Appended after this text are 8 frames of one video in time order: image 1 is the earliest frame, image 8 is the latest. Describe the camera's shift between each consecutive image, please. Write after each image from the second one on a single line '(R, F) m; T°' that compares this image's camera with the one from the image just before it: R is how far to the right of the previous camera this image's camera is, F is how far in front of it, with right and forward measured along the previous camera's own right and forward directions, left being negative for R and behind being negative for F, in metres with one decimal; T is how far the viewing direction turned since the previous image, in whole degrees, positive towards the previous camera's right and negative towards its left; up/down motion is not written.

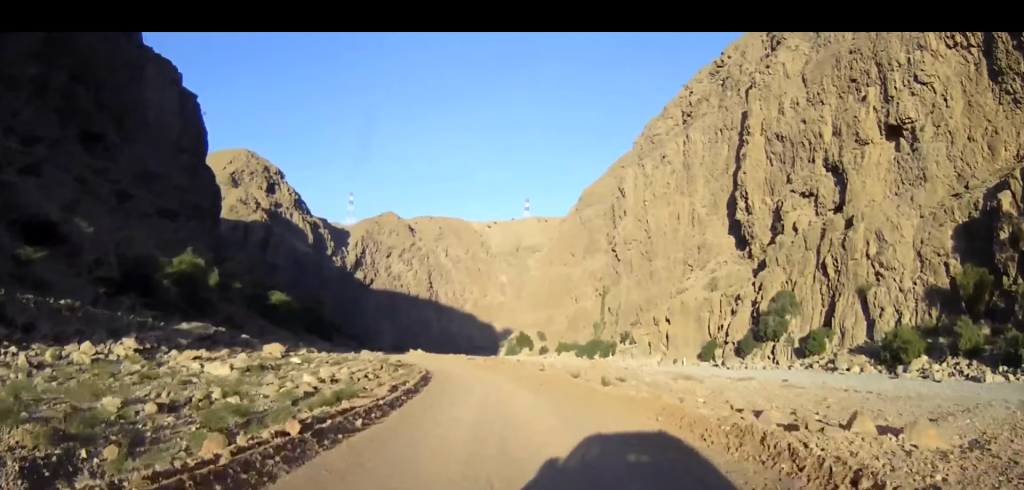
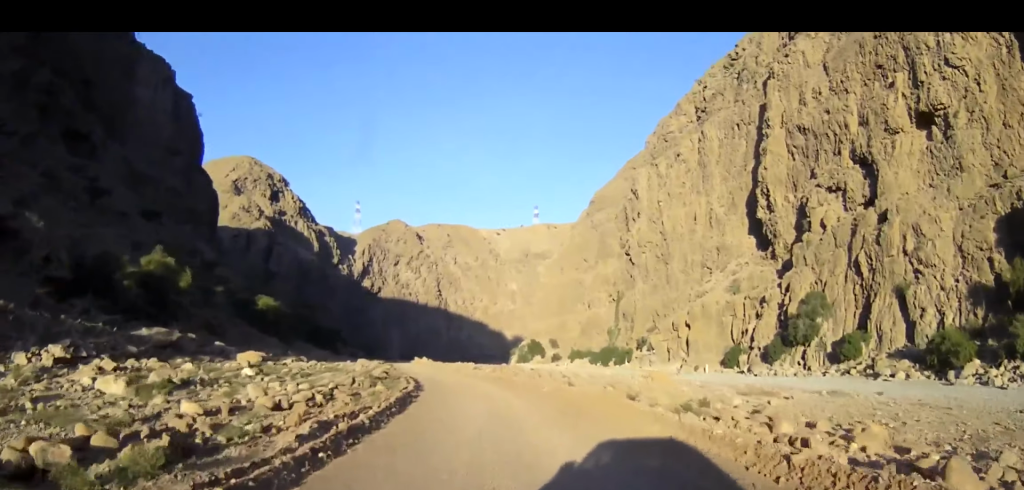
(+0.4, +11.9) m; +1°
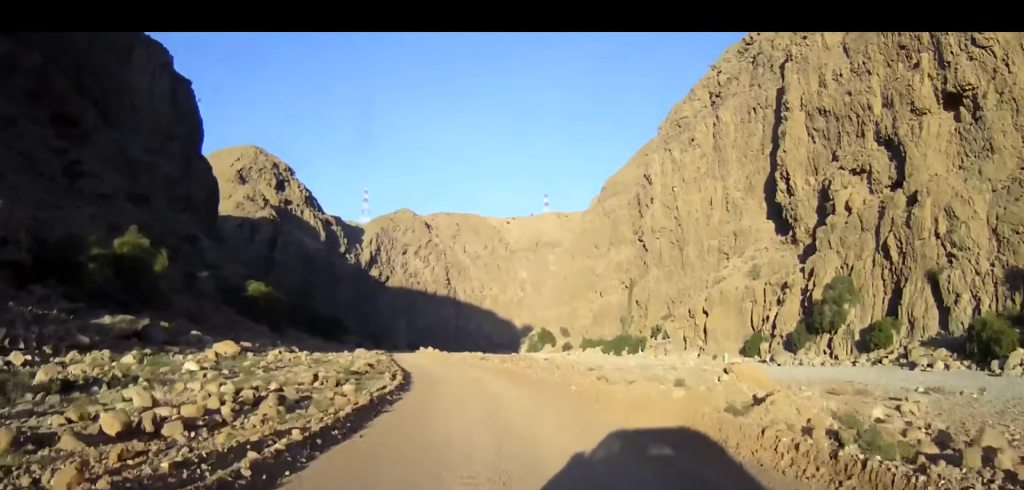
(0.0, +8.6) m; 0°
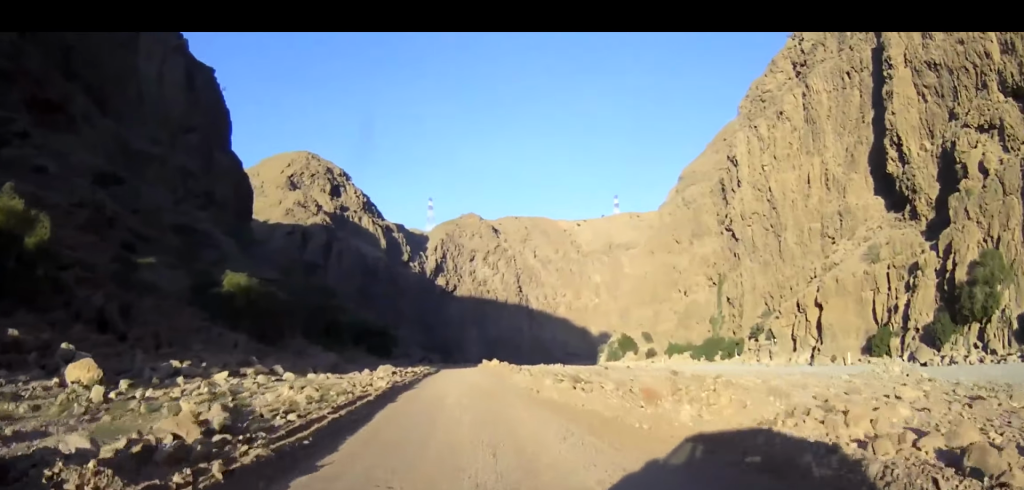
(-1.0, +31.7) m; -5°
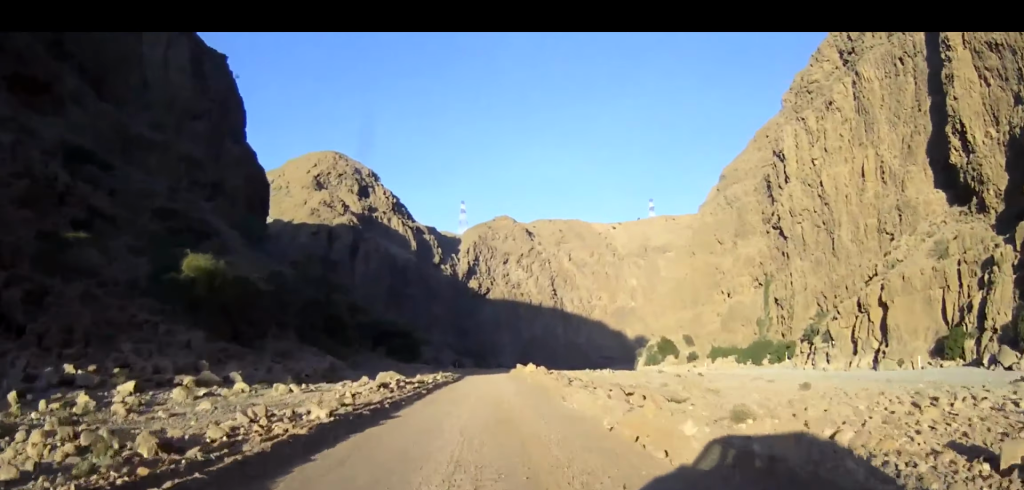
(-0.6, +16.9) m; -3°
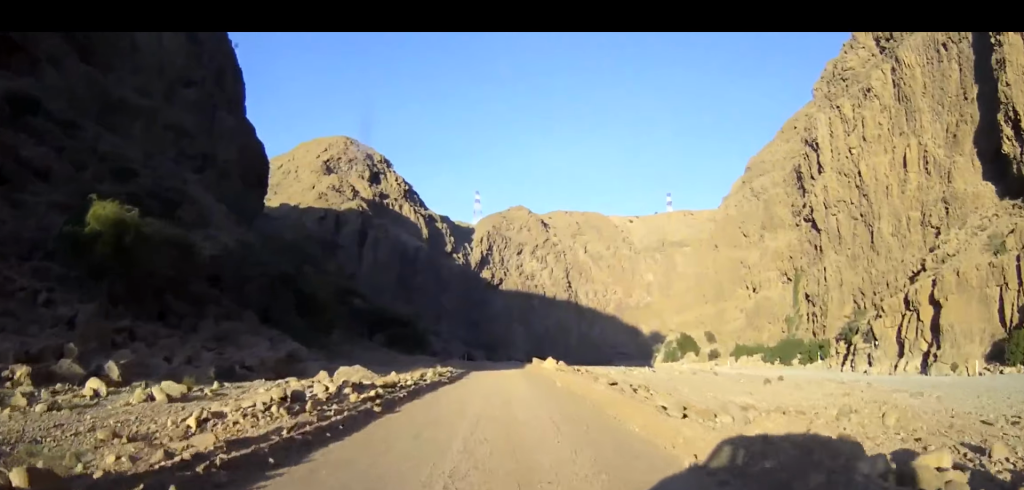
(-0.4, +16.5) m; -1°
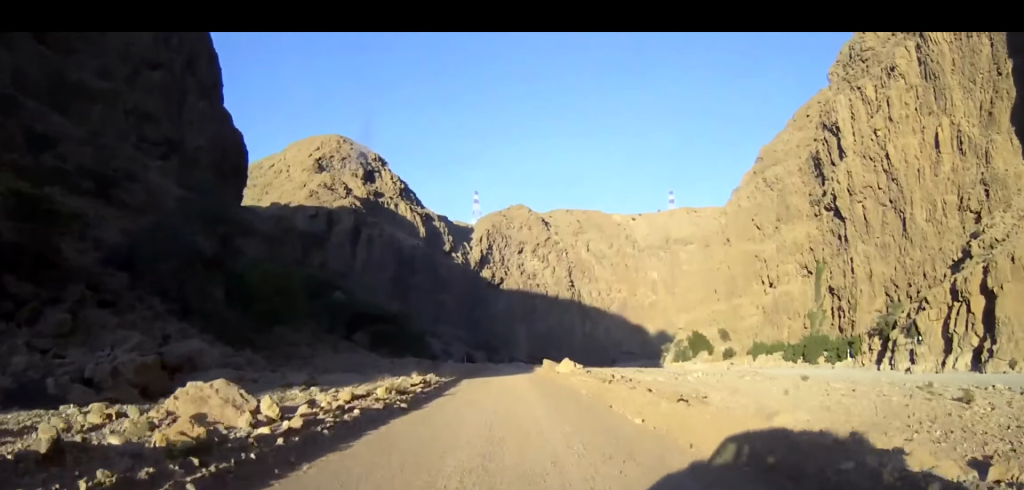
(-0.1, +18.2) m; 0°
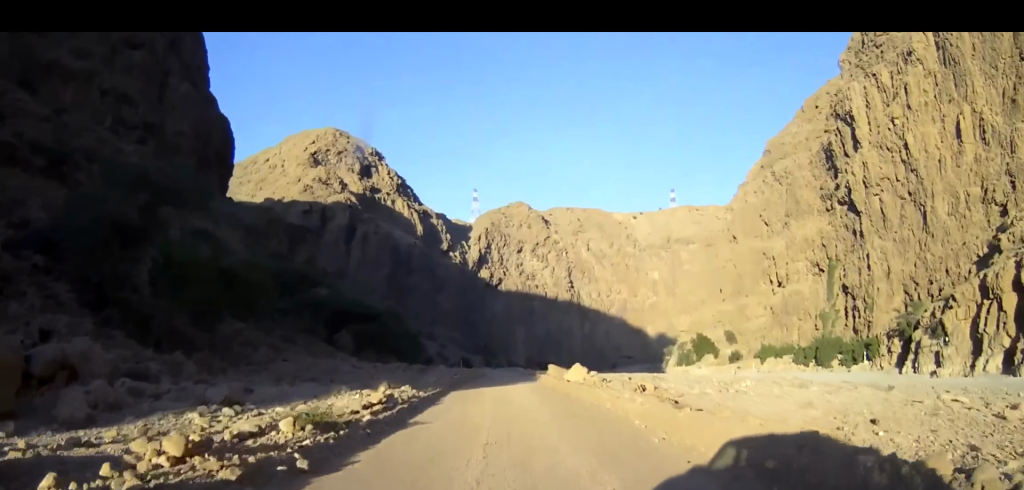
(0.0, +10.7) m; 0°
